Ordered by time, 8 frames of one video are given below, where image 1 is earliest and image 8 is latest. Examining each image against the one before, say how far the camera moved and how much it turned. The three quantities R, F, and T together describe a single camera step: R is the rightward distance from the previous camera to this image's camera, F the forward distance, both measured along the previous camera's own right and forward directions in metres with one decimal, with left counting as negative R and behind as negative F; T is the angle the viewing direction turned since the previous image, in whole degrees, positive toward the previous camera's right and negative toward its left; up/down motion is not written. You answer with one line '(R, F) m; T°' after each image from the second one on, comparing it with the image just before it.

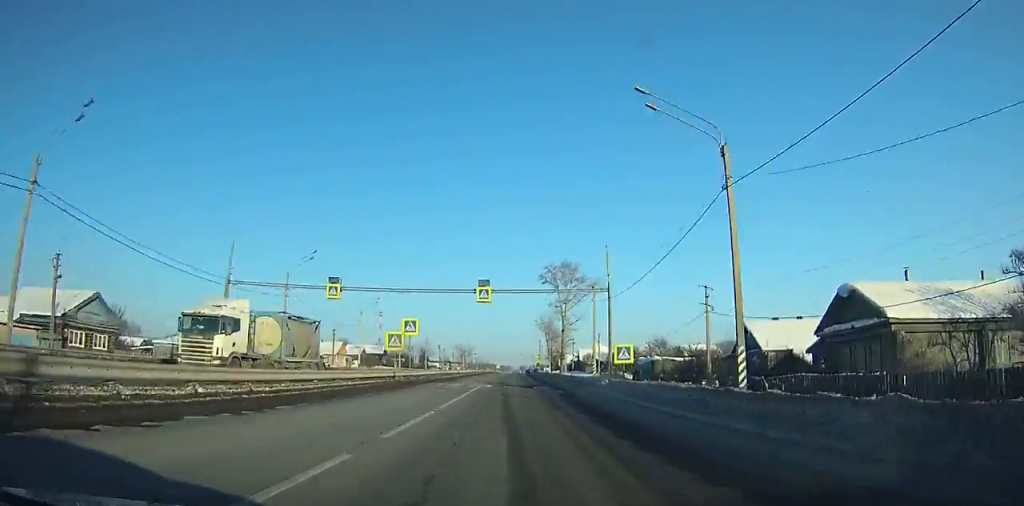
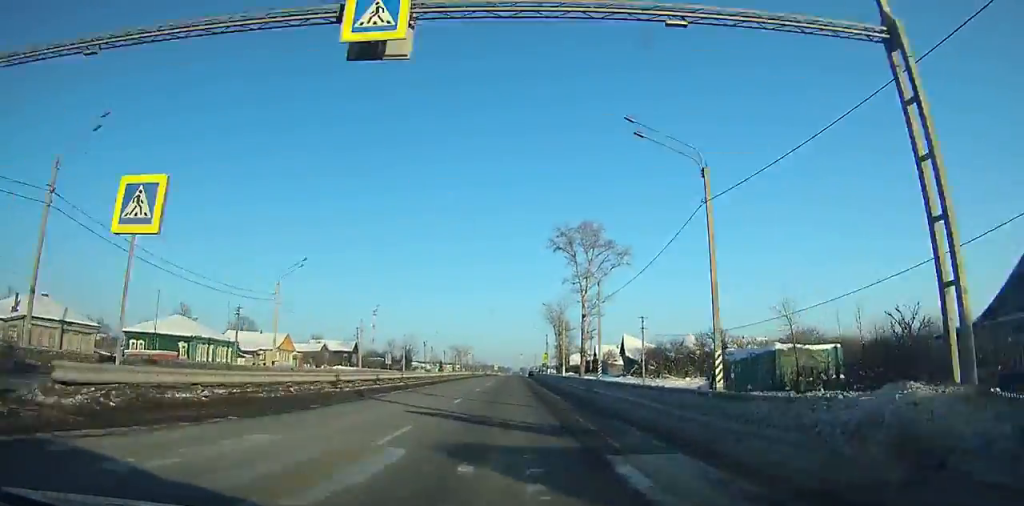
(0.0, +30.0) m; 0°
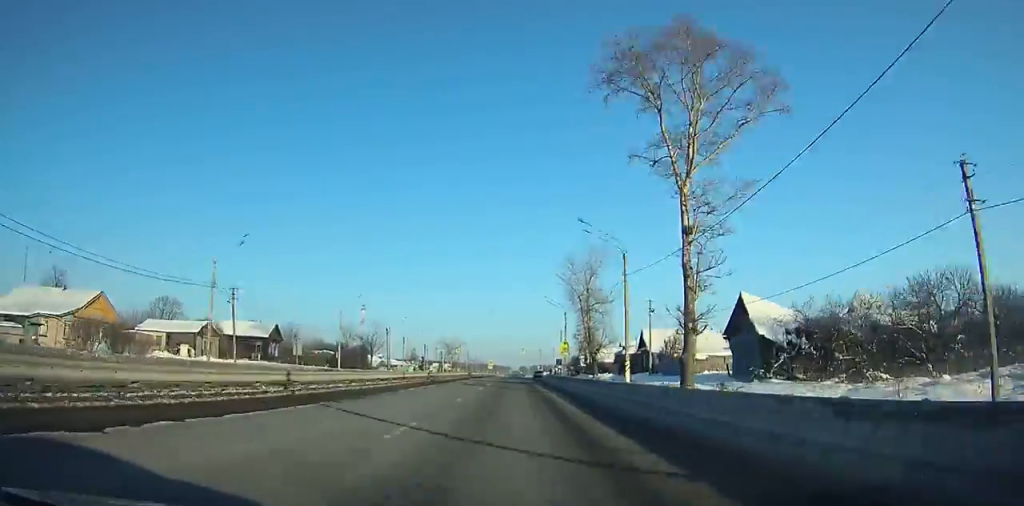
(+0.2, +42.8) m; 0°
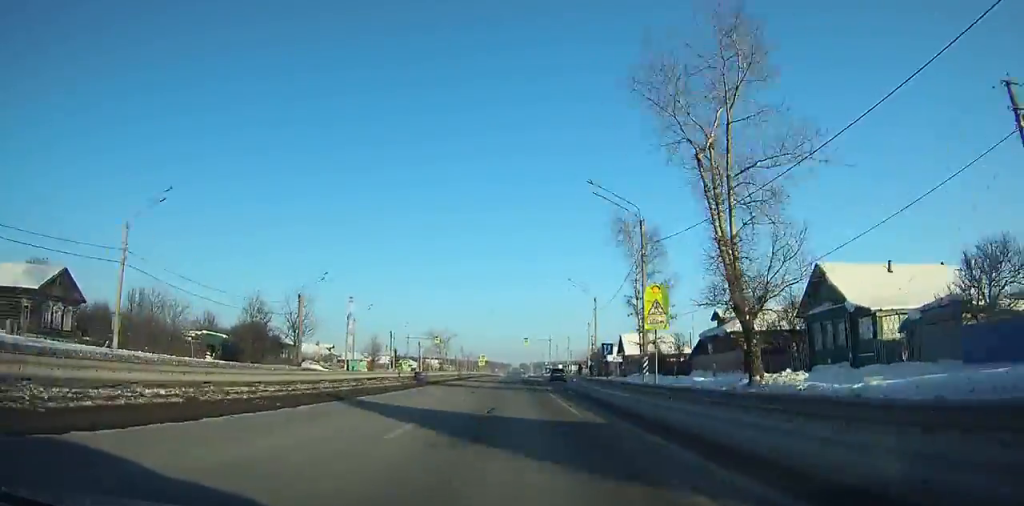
(+0.1, +42.7) m; 0°
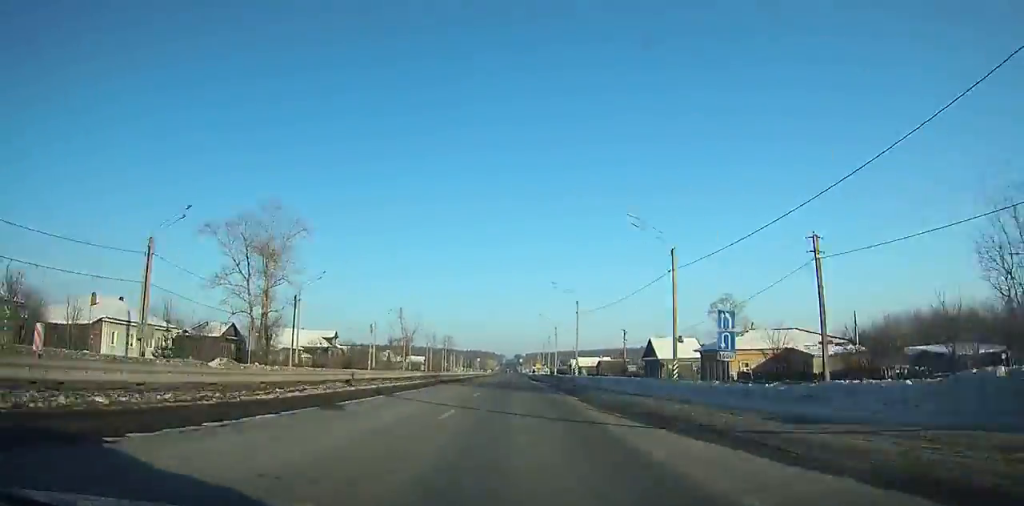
(-0.2, +176.2) m; +1°
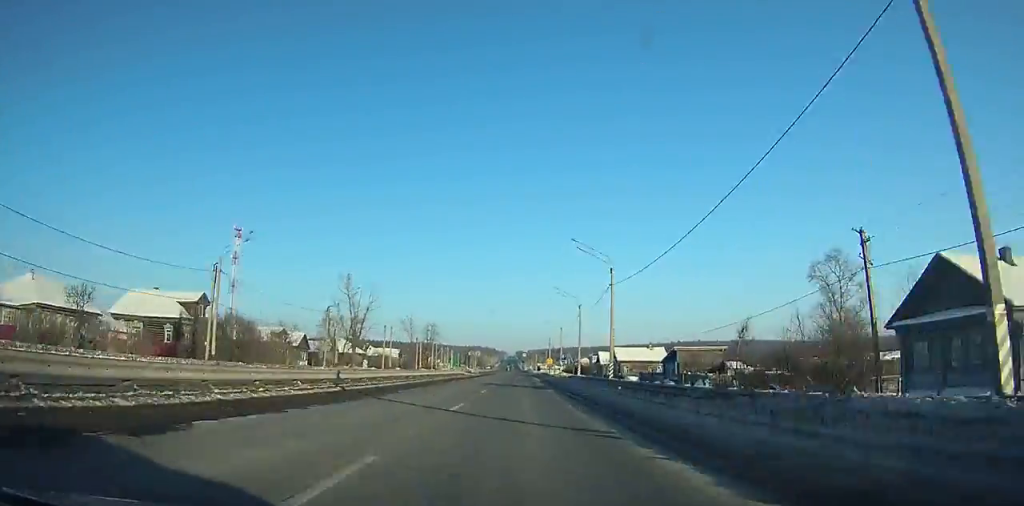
(+0.7, +57.1) m; +1°
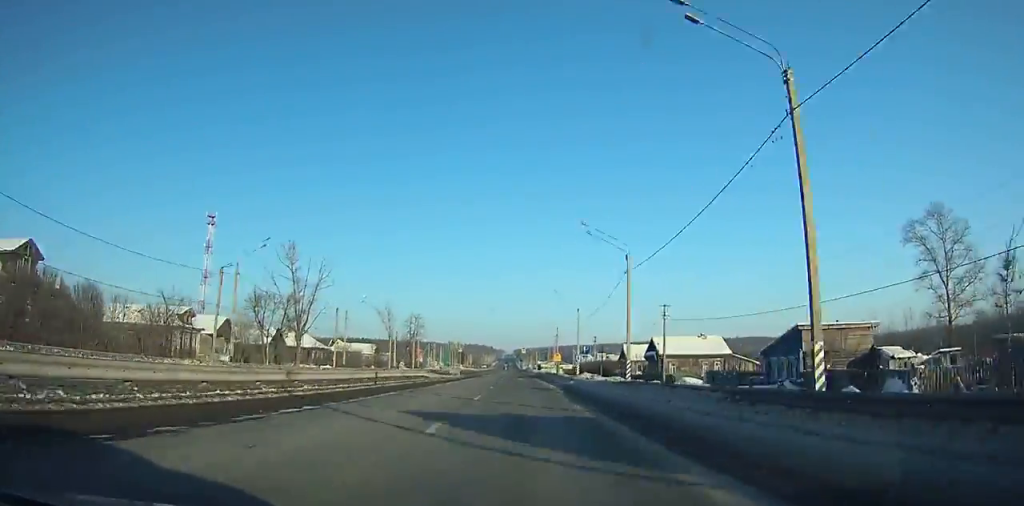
(0.0, +31.1) m; 0°
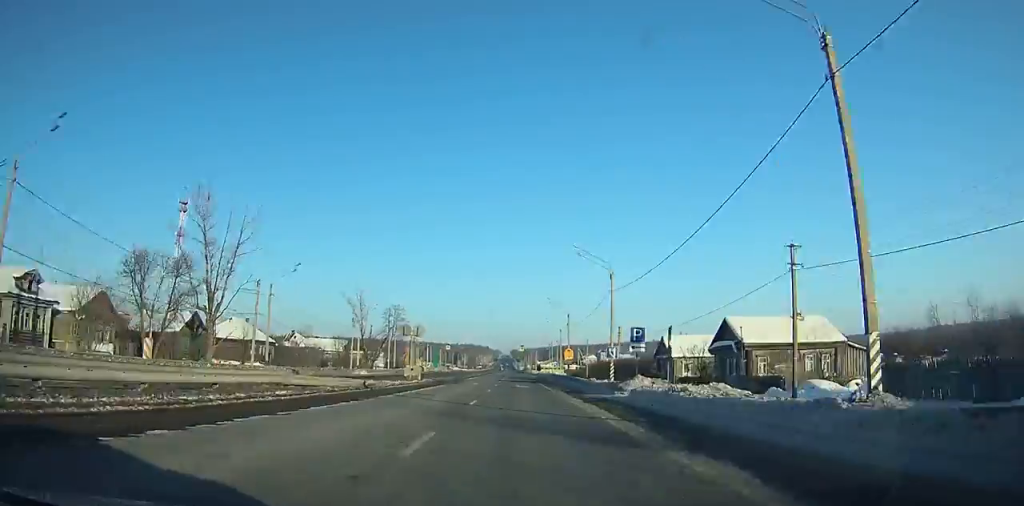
(0.0, +26.7) m; 0°
